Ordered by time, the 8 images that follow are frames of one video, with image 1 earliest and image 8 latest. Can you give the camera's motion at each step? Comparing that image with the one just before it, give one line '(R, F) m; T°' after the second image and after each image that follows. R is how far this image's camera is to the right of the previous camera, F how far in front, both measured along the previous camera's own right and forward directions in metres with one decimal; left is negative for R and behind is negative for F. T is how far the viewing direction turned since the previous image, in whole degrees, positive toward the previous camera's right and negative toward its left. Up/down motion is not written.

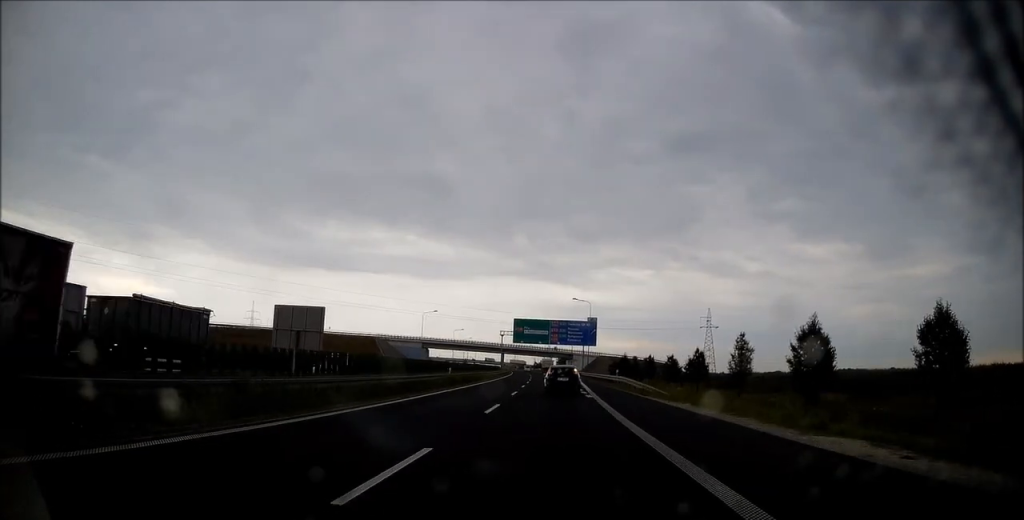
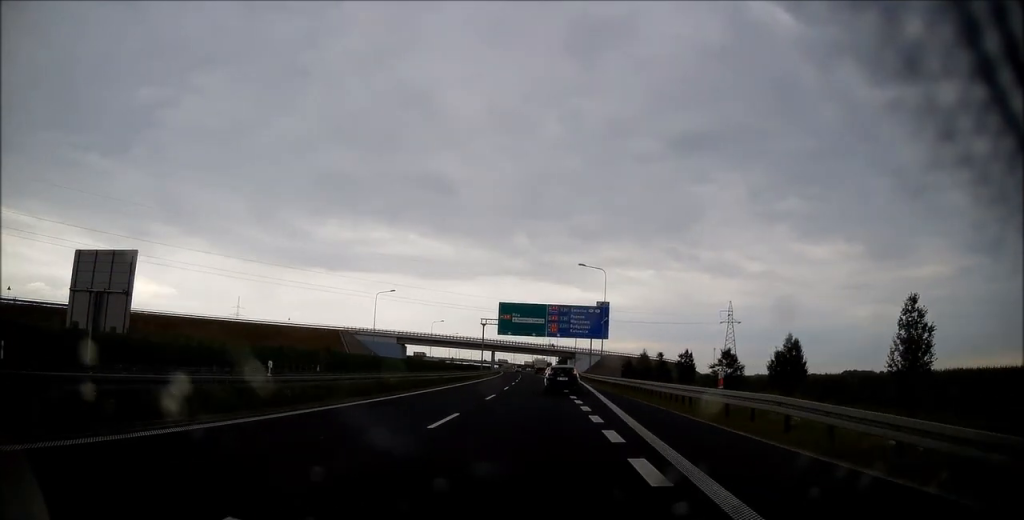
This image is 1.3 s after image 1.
(-0.3, +29.3) m; -1°
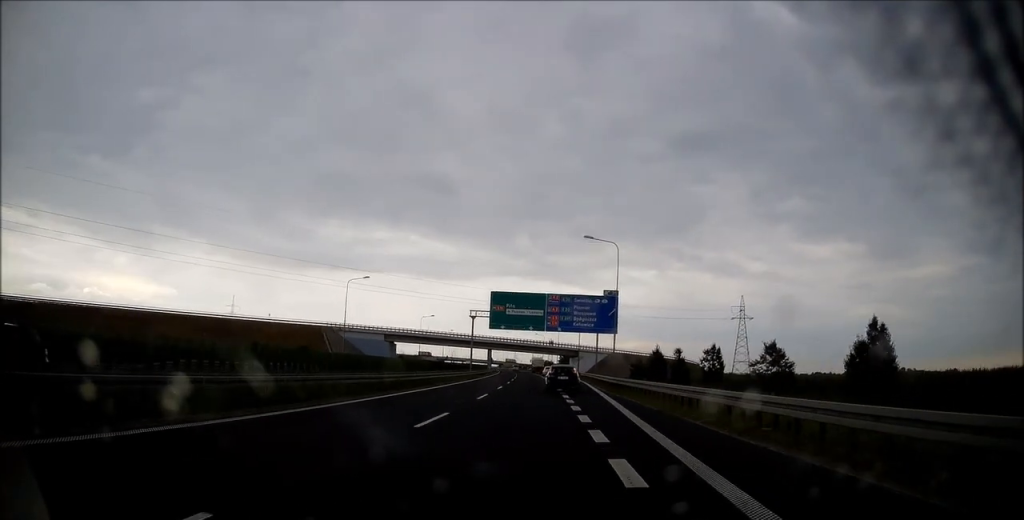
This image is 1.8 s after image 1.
(0.0, +12.1) m; 0°
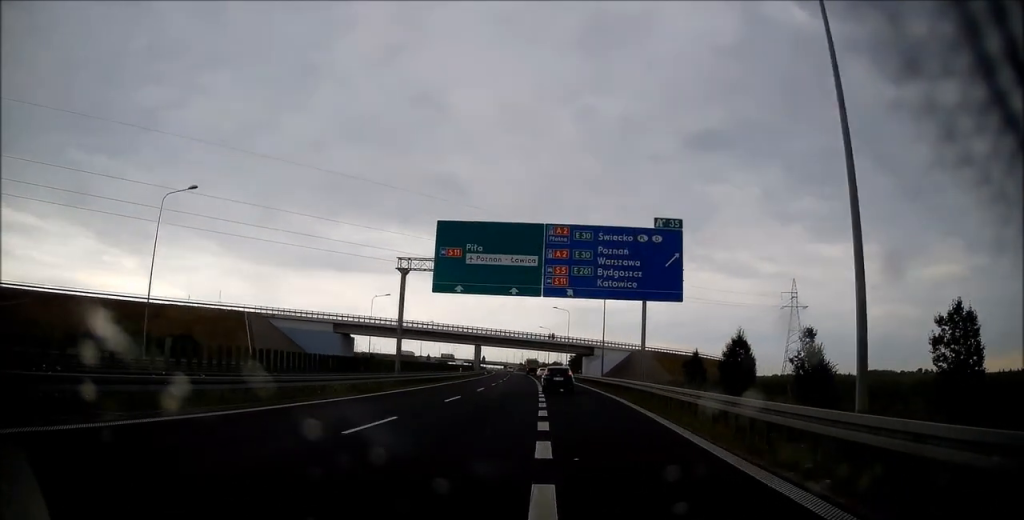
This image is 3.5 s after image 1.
(-0.2, +38.2) m; -1°
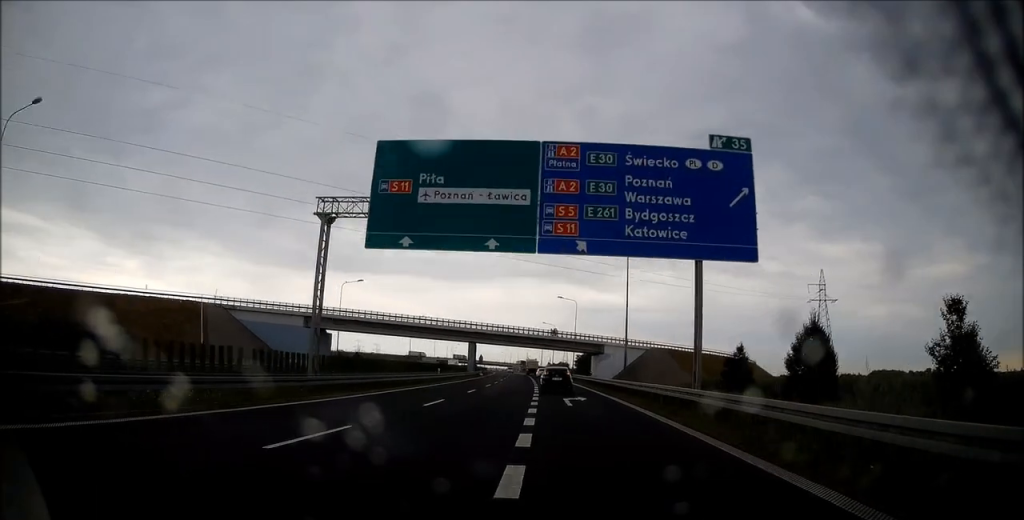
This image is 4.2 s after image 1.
(-0.1, +14.9) m; -1°
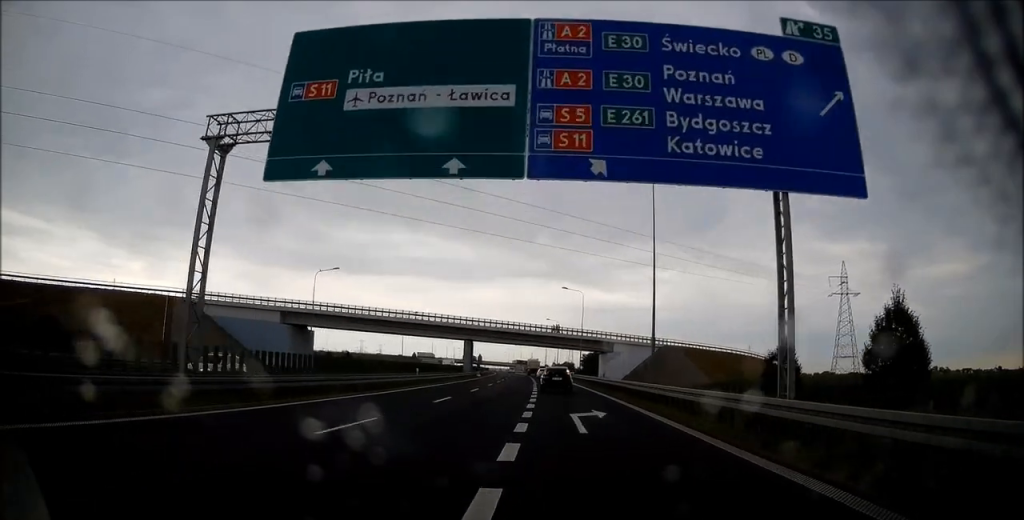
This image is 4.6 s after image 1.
(0.0, +9.7) m; 0°
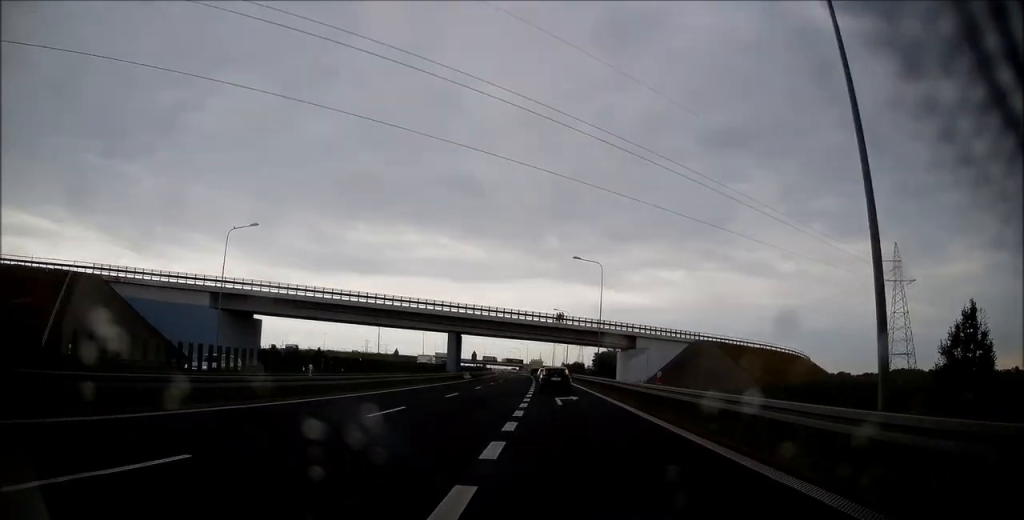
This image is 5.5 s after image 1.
(-0.1, +20.1) m; 0°
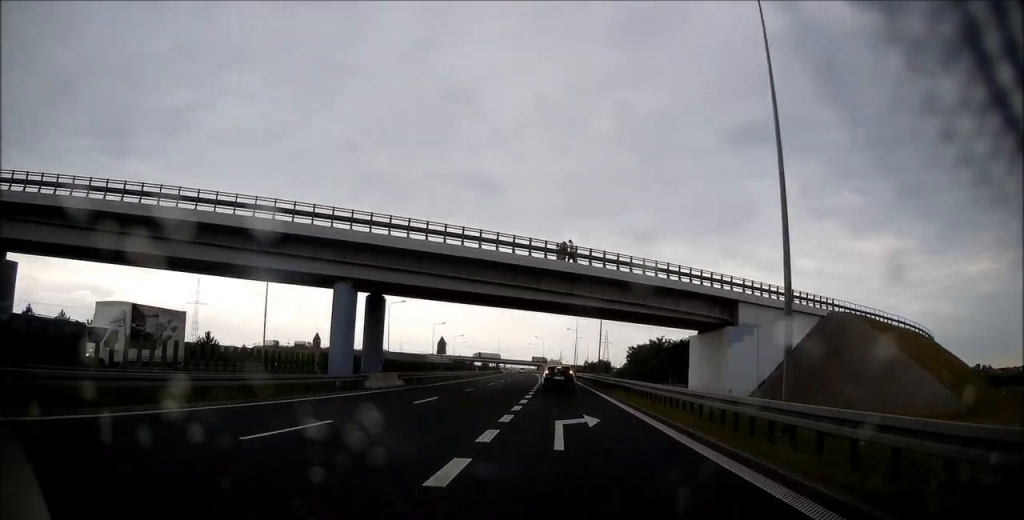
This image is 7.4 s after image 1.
(-0.7, +42.1) m; -2°
